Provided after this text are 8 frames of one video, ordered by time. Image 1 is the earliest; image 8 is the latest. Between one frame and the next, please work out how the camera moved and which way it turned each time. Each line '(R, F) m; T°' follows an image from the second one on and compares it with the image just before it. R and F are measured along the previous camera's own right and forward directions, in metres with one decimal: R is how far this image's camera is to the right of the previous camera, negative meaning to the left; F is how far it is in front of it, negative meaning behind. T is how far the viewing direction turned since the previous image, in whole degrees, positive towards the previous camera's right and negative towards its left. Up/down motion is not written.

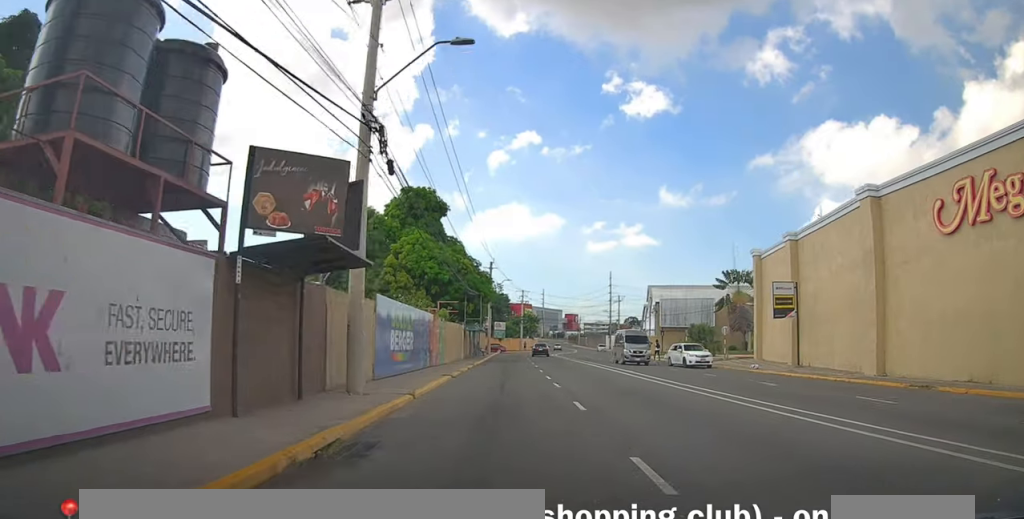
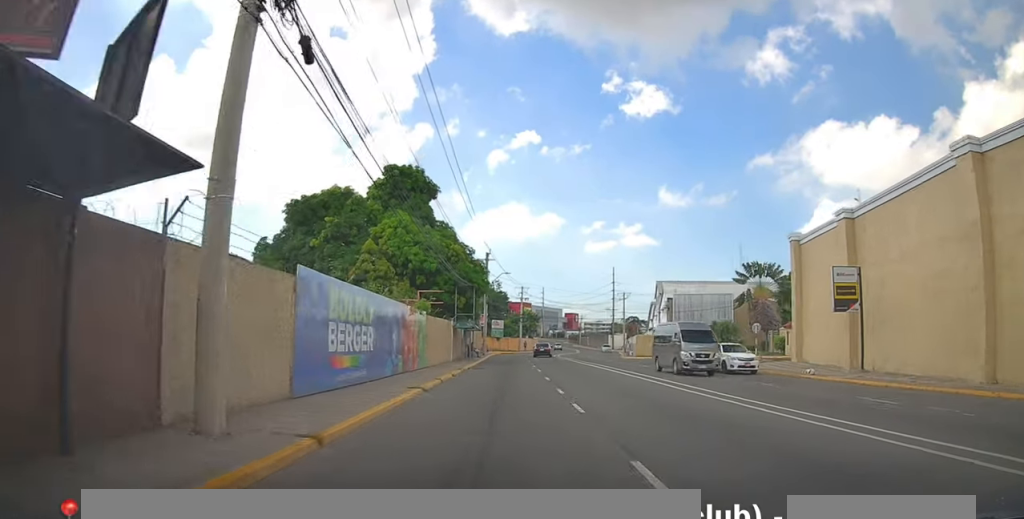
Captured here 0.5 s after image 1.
(+0.1, +6.1) m; 0°
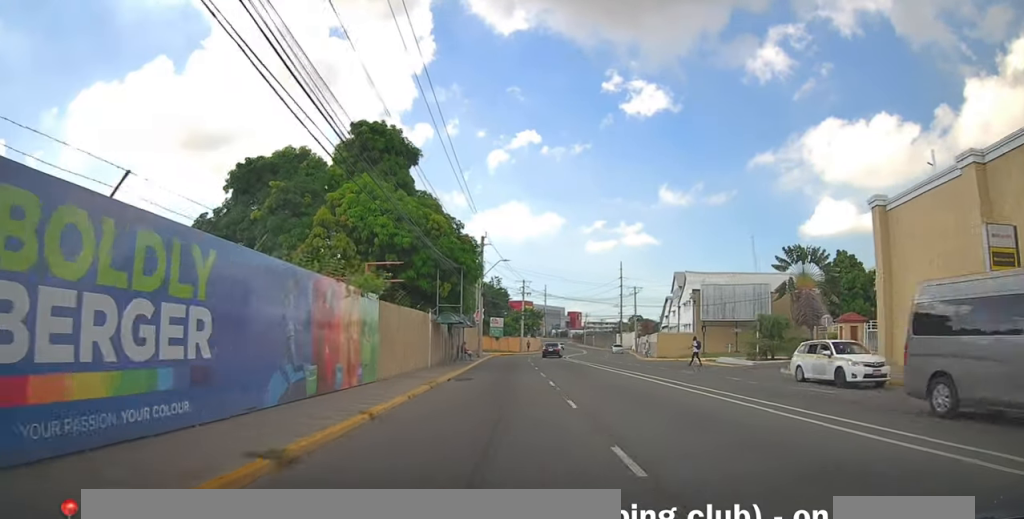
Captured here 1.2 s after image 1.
(+0.1, +9.0) m; -1°
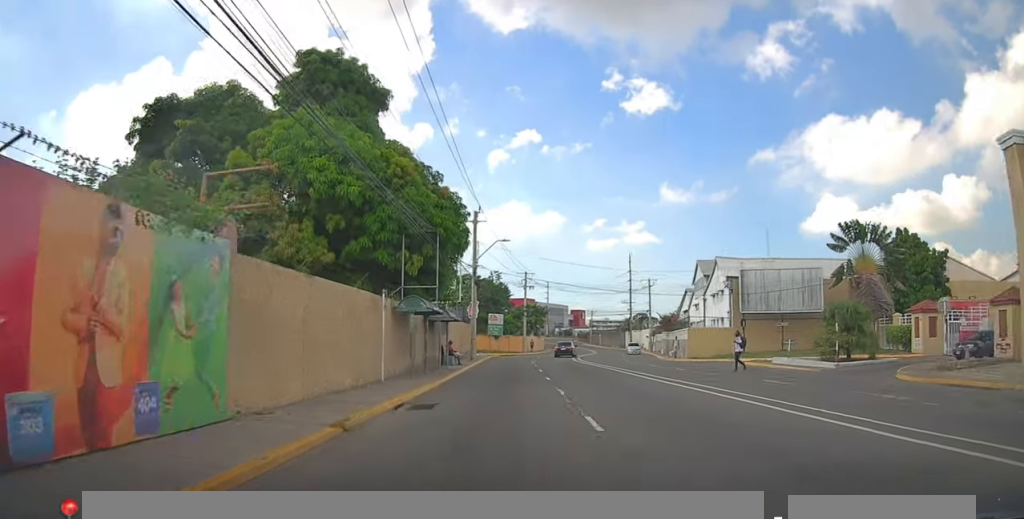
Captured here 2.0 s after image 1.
(-0.4, +9.2) m; 0°
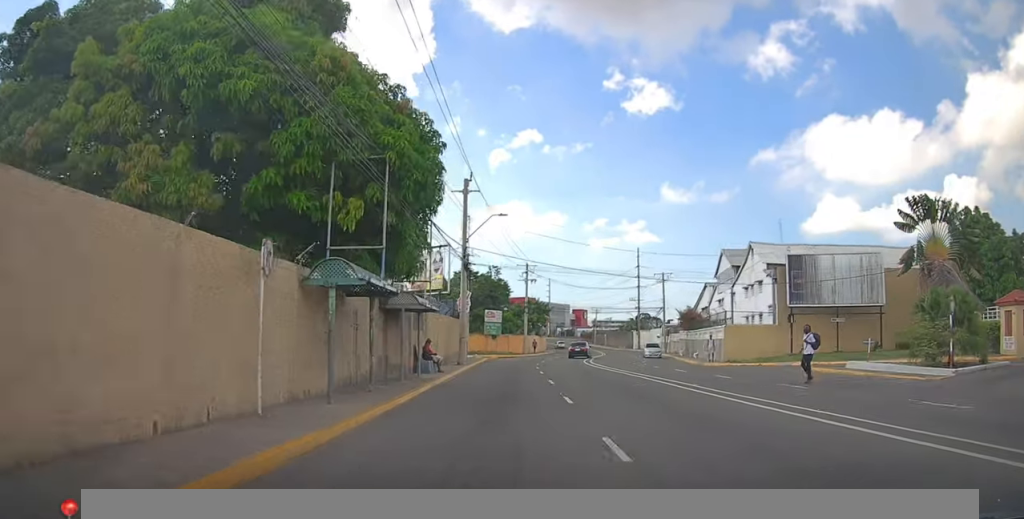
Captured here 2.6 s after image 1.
(0.0, +7.9) m; +1°
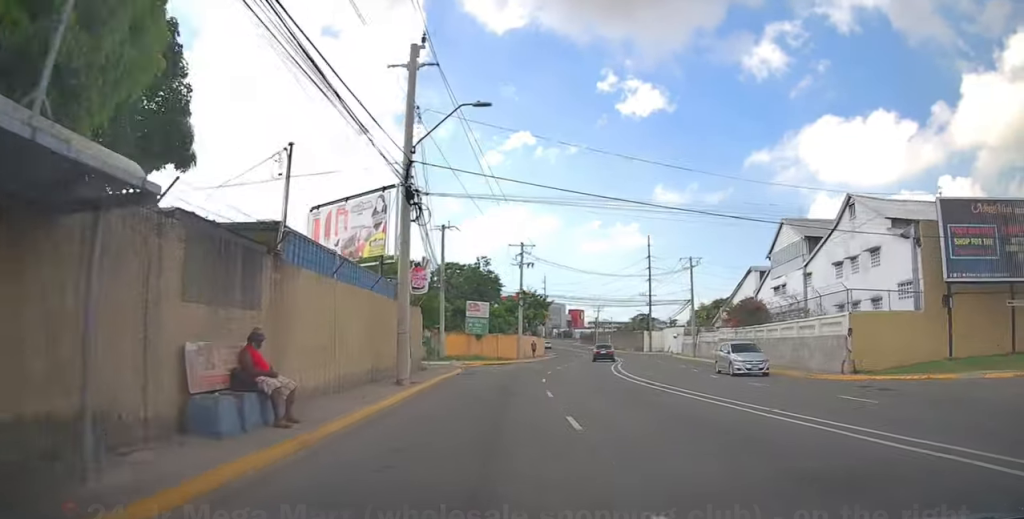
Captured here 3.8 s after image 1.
(+0.3, +15.1) m; +1°
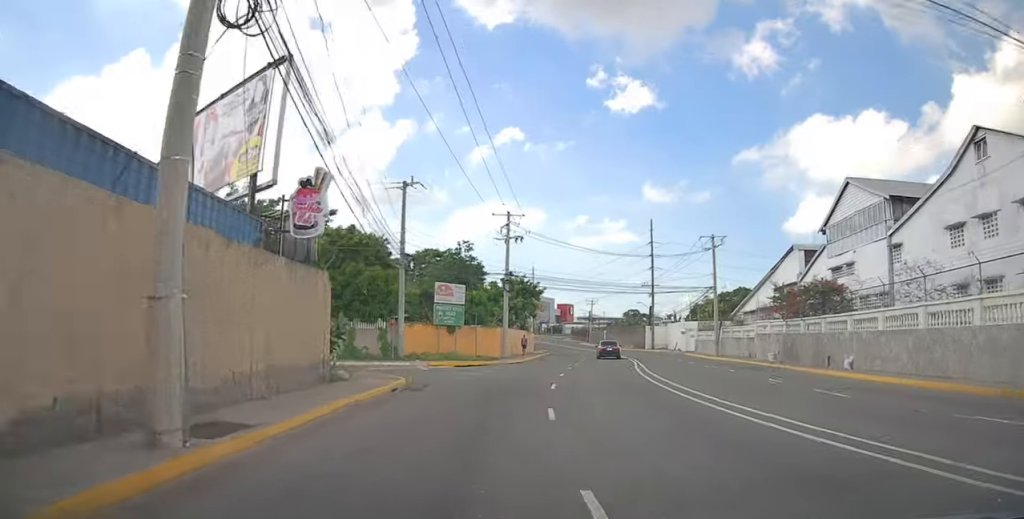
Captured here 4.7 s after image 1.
(0.0, +11.1) m; 0°
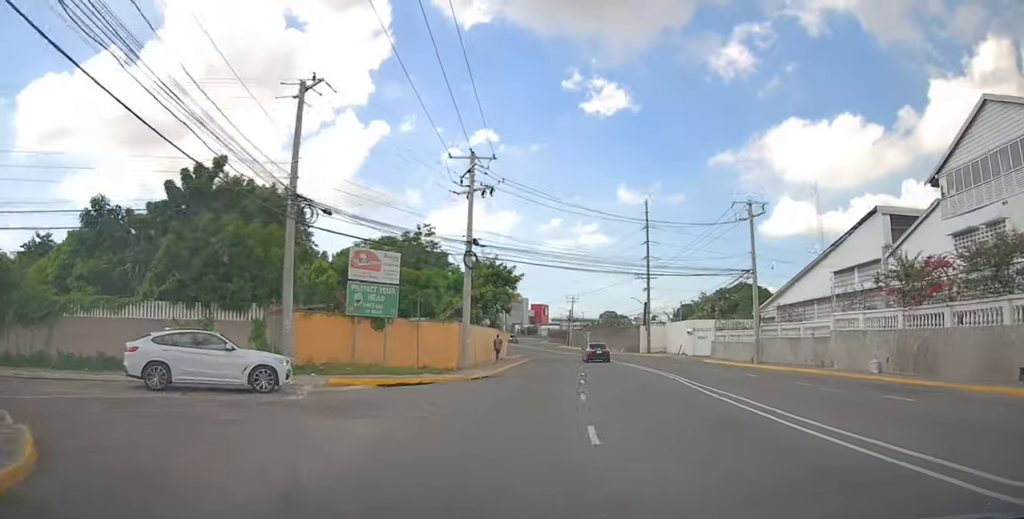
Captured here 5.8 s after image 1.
(0.0, +14.0) m; +1°
